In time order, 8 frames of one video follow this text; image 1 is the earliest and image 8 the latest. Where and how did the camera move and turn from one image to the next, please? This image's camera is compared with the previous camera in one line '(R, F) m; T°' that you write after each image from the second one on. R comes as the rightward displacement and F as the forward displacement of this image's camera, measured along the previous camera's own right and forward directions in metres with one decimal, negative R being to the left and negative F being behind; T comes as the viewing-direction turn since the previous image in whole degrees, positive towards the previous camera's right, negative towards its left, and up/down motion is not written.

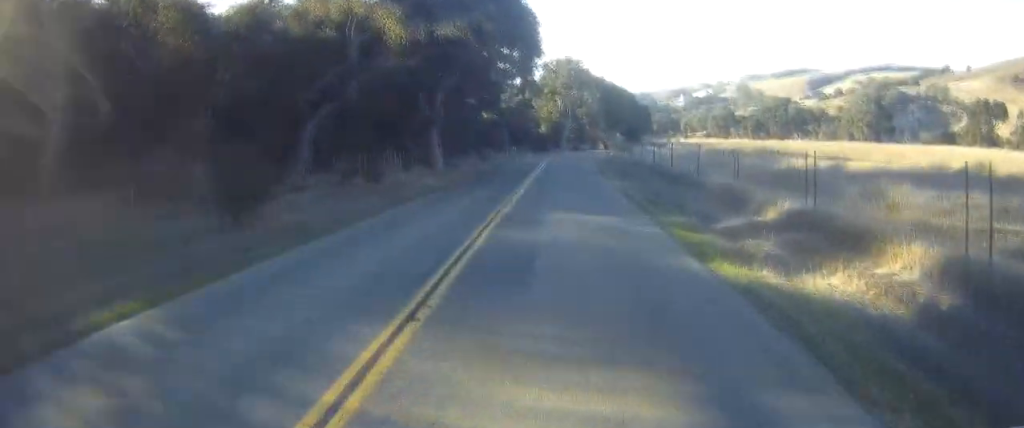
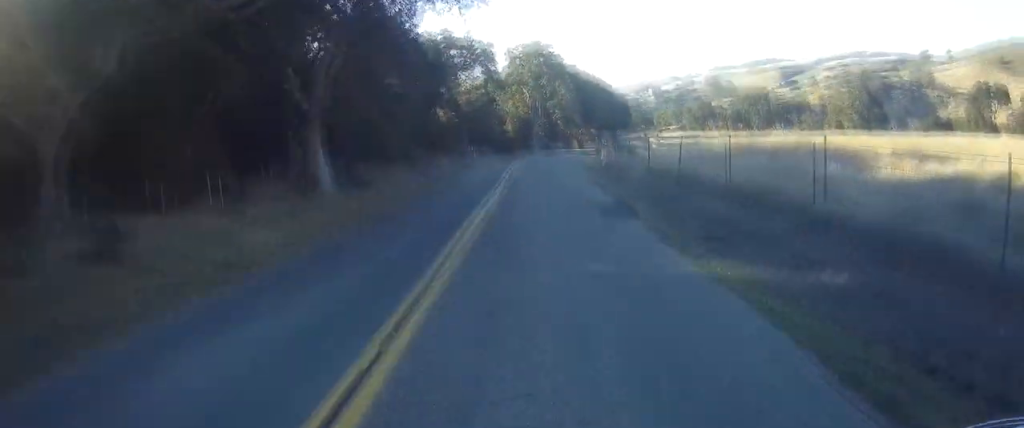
(-0.3, +16.3) m; 0°
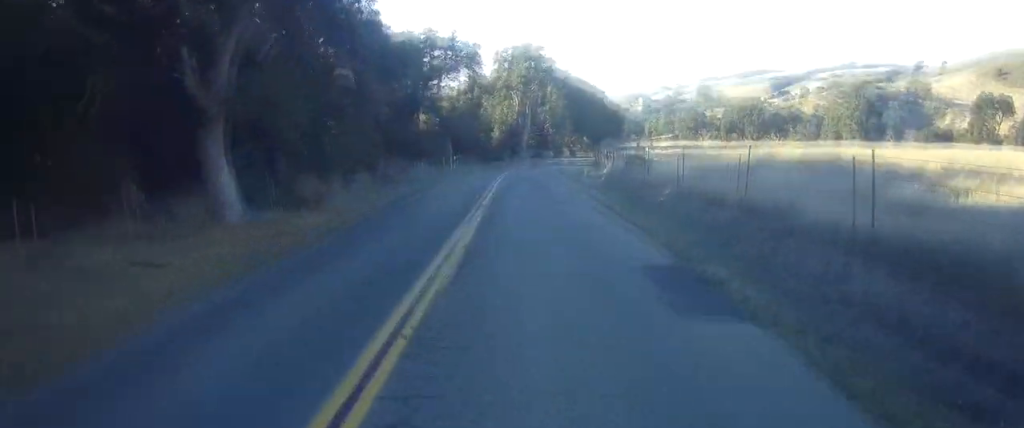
(0.0, +7.1) m; 0°
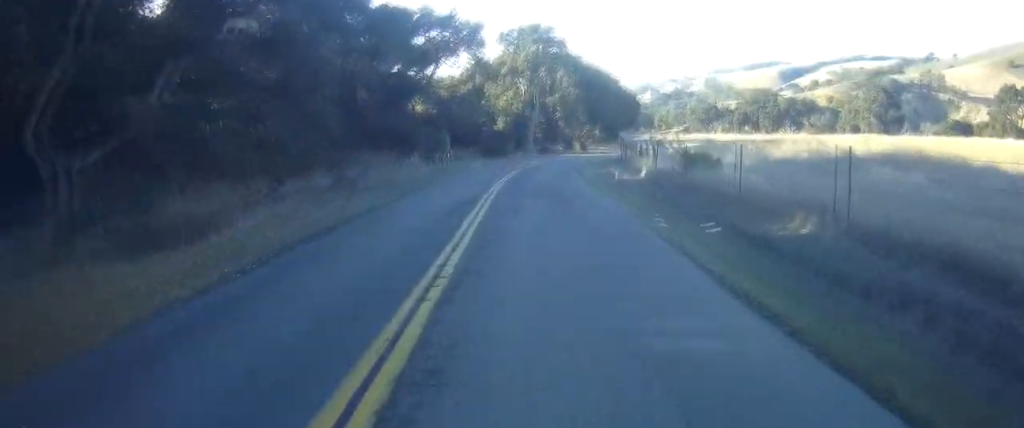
(+0.3, +10.1) m; +1°
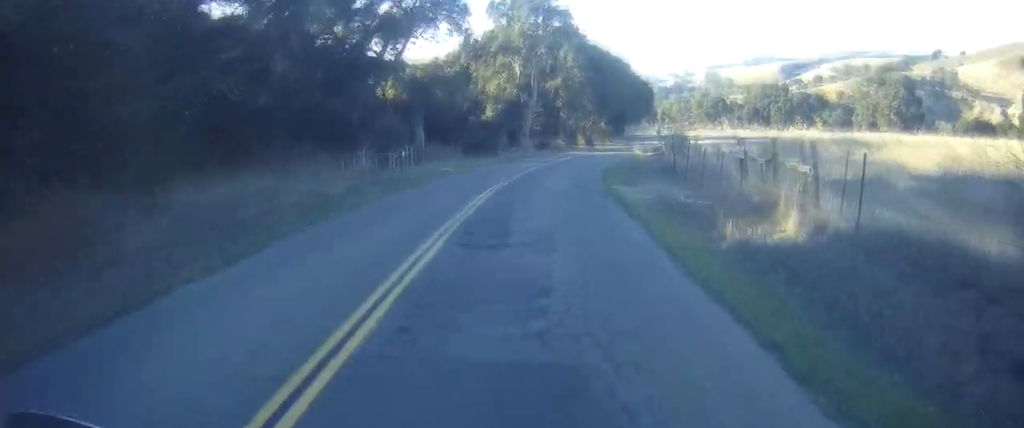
(+0.1, +16.5) m; +1°
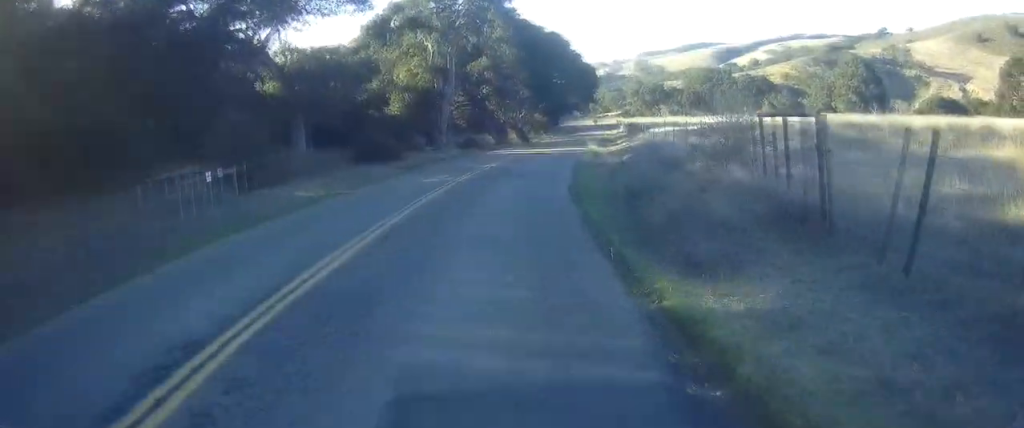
(+0.1, +15.9) m; +1°
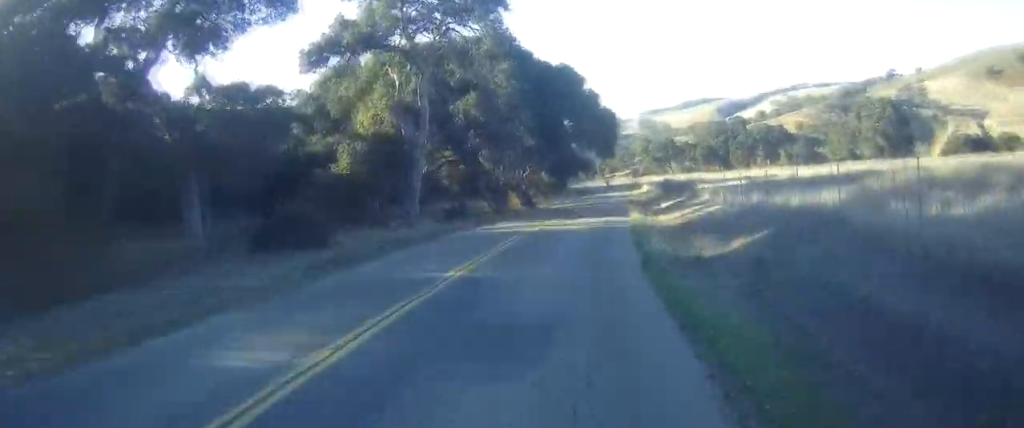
(+0.2, +16.1) m; +3°
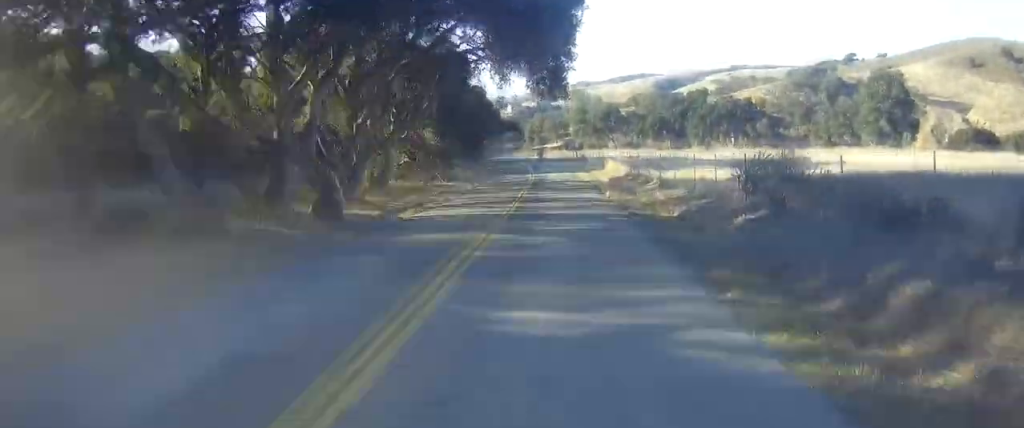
(+4.5, +38.8) m; +11°
